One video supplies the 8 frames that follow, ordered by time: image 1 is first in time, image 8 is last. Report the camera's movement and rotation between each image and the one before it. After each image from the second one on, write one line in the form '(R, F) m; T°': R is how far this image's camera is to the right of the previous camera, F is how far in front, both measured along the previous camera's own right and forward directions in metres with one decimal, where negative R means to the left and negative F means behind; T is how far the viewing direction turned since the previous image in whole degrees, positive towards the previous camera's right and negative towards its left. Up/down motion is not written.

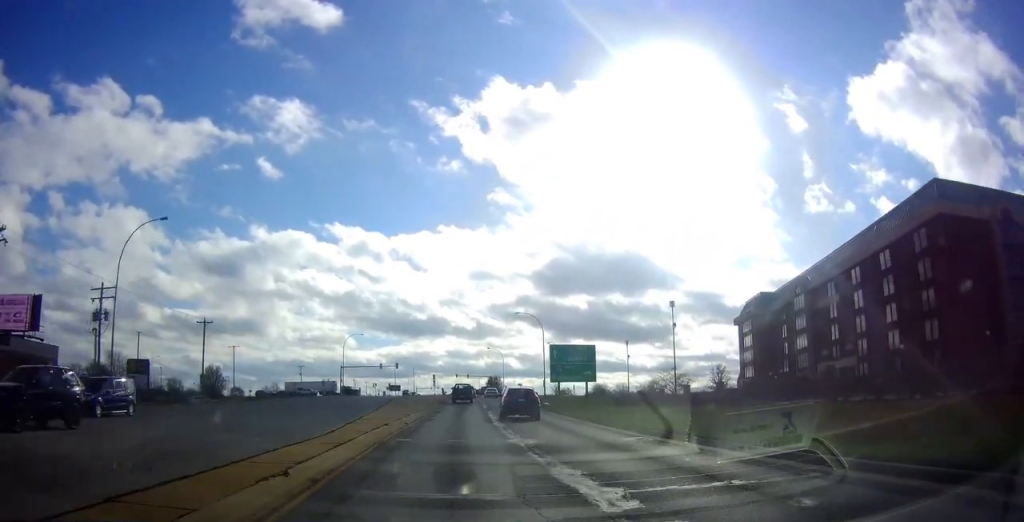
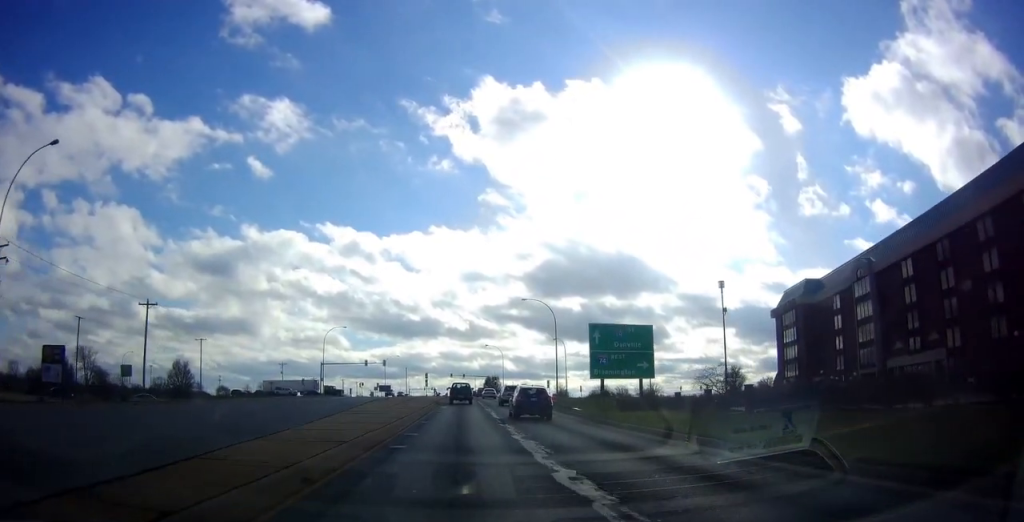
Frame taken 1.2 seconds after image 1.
(0.0, +15.5) m; 0°
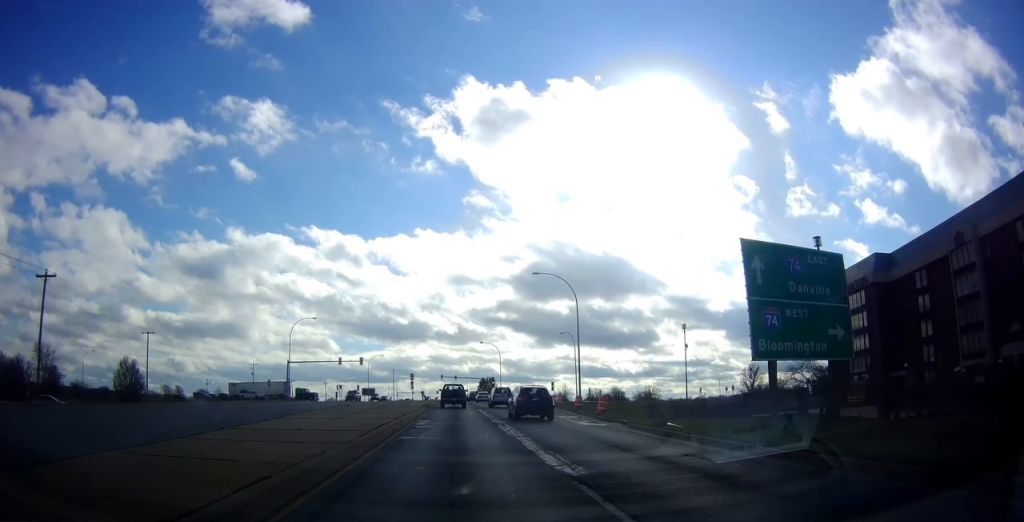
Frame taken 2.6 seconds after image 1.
(0.0, +19.1) m; 0°
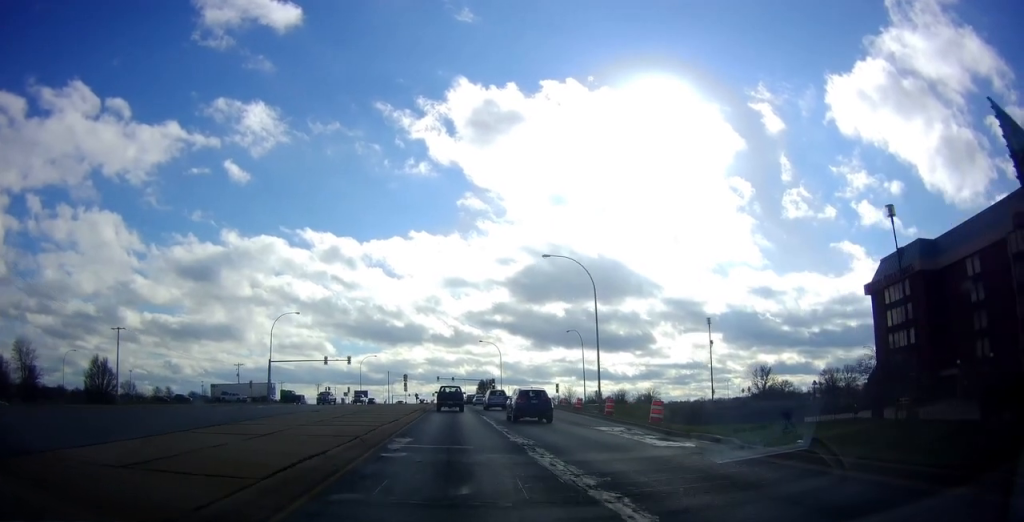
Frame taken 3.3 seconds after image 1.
(0.0, +8.9) m; 0°
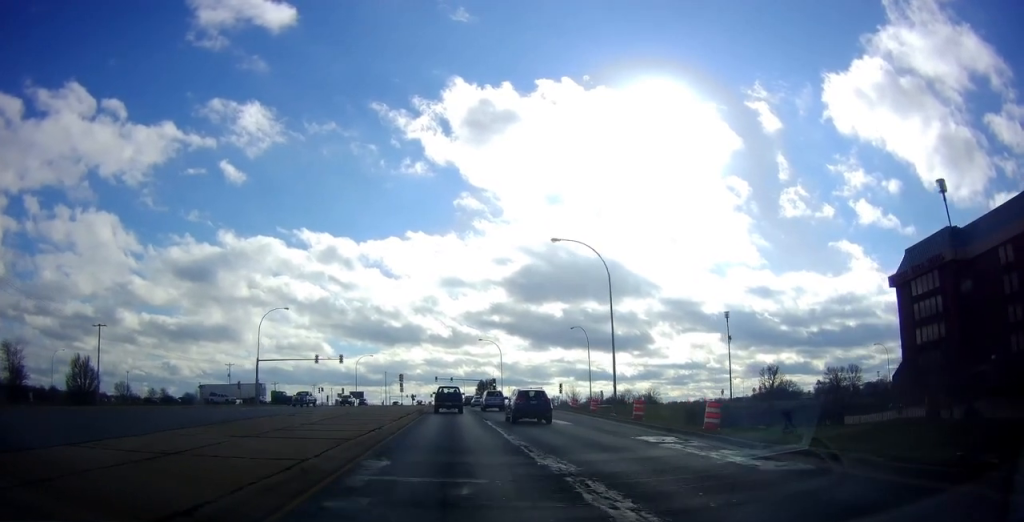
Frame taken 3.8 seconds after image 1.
(0.0, +5.5) m; 0°
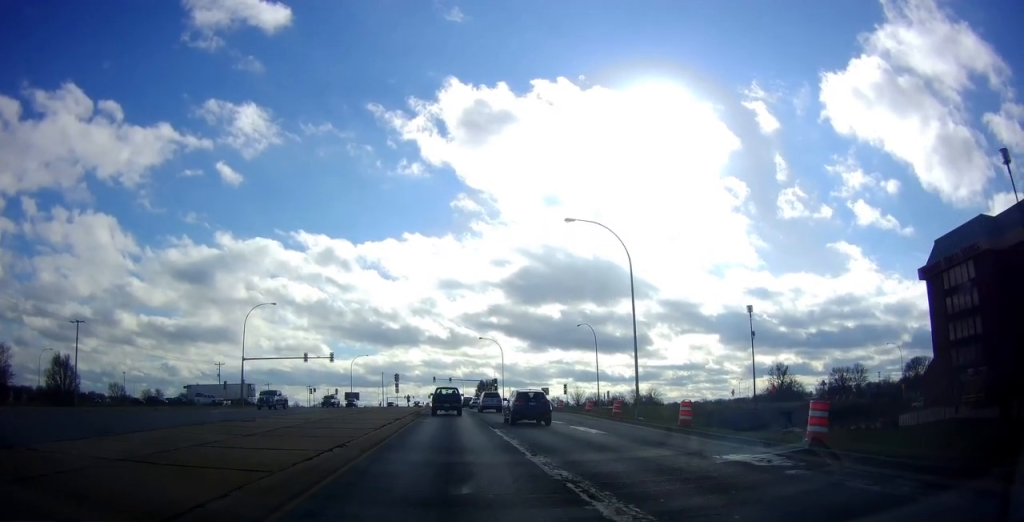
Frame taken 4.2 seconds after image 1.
(0.0, +5.6) m; 0°
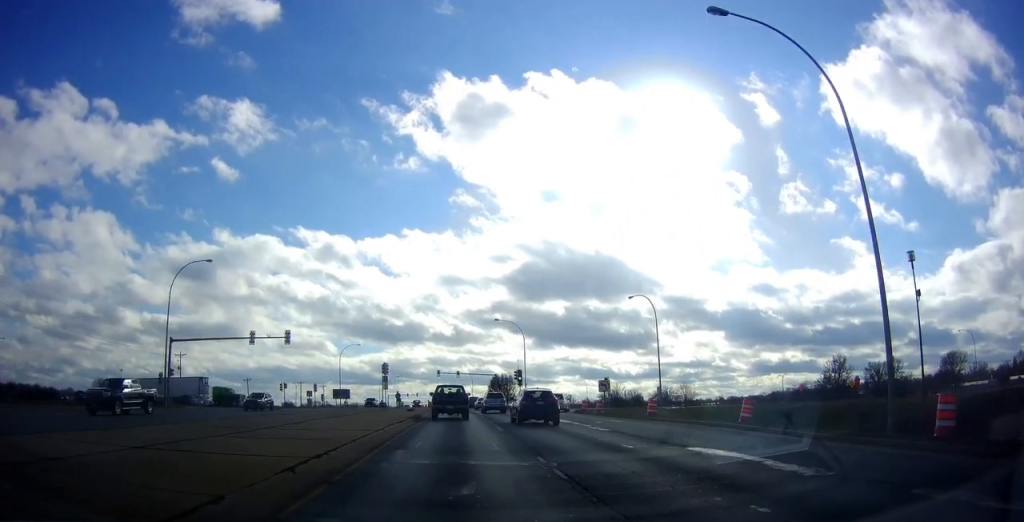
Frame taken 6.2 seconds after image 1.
(0.0, +24.3) m; 0°
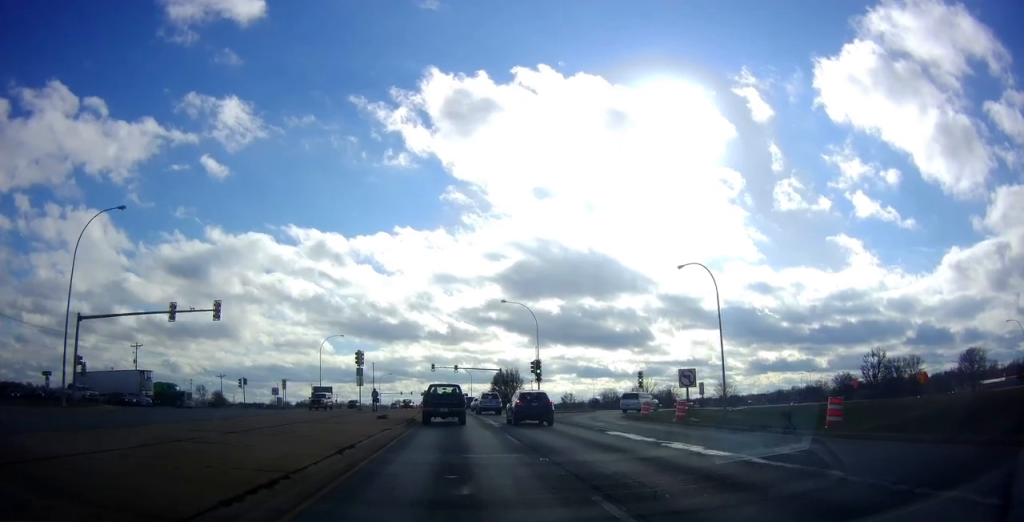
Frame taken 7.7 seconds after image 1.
(0.0, +17.7) m; 0°
